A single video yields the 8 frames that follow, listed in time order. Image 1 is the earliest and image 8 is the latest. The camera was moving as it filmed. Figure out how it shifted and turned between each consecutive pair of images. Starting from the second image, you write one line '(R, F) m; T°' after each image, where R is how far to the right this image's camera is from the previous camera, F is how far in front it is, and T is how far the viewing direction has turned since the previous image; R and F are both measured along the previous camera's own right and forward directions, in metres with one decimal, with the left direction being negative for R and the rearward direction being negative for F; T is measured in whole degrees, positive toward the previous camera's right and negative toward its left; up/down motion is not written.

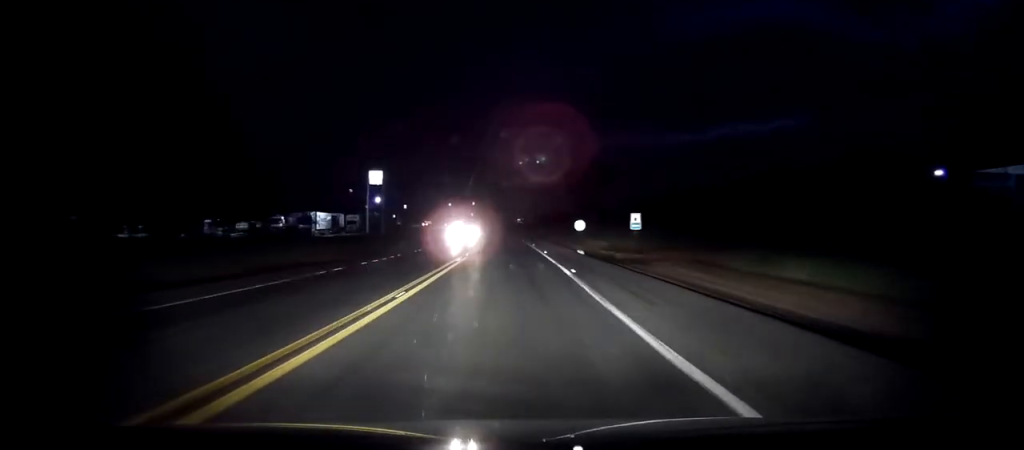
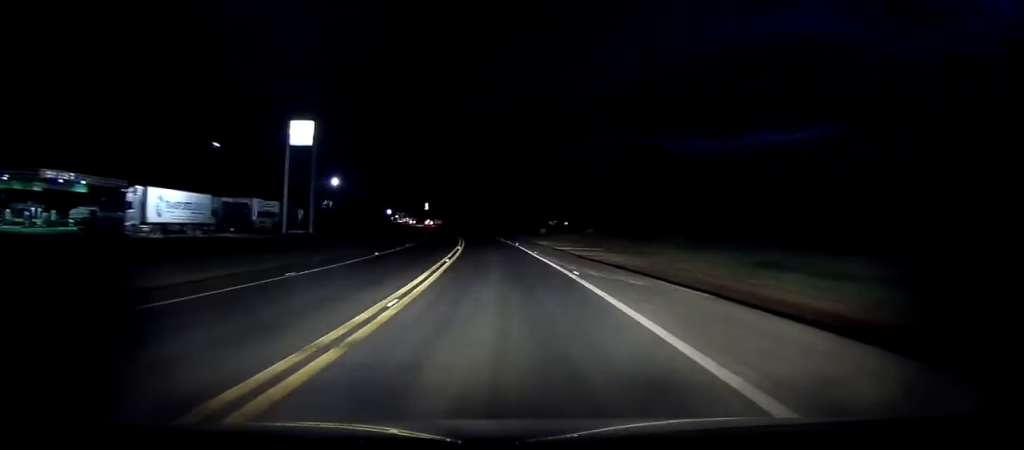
(0.0, +61.3) m; 0°
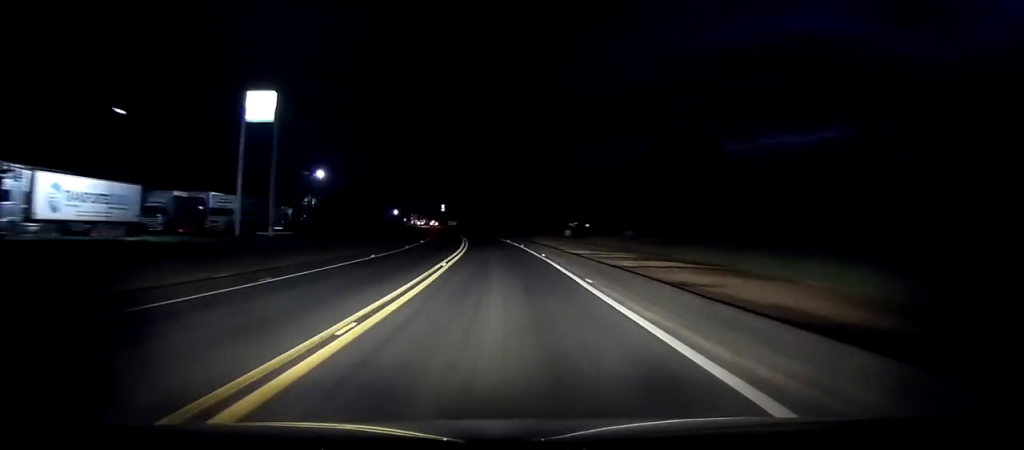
(0.0, +17.4) m; 0°
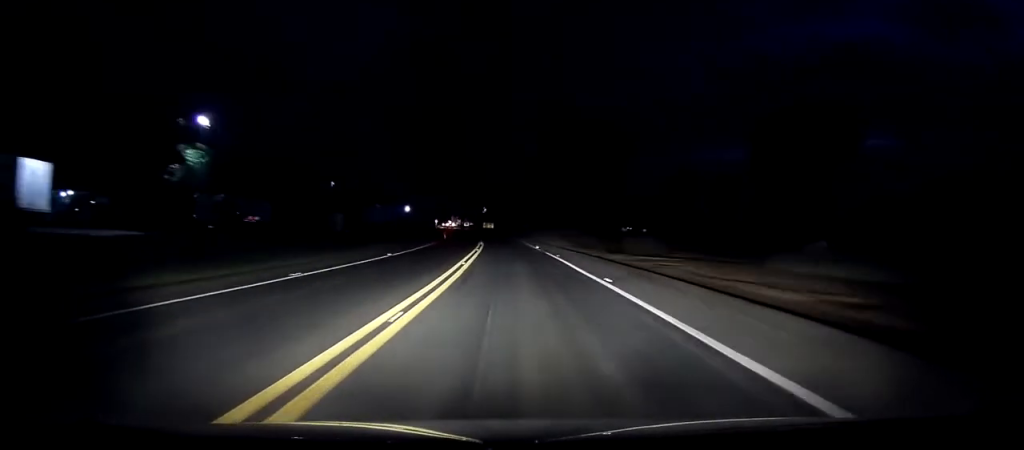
(0.0, +44.7) m; 0°
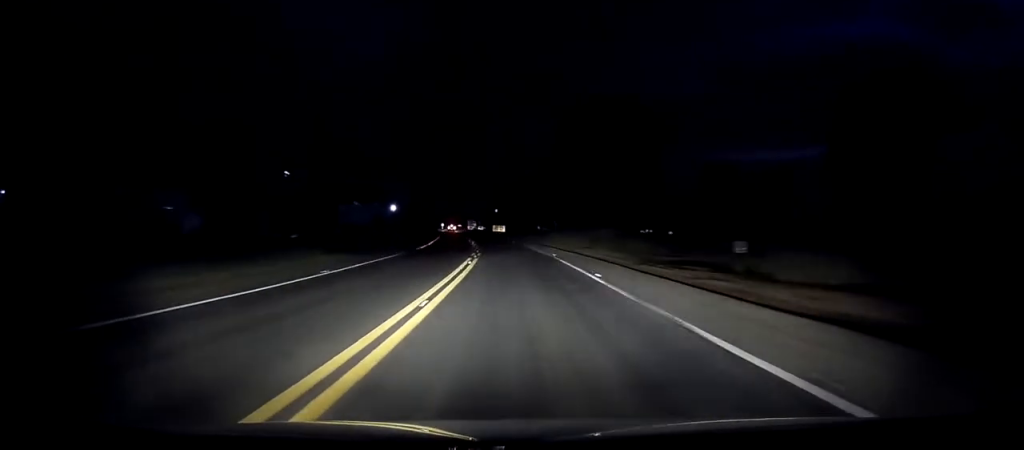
(0.0, +27.4) m; 0°
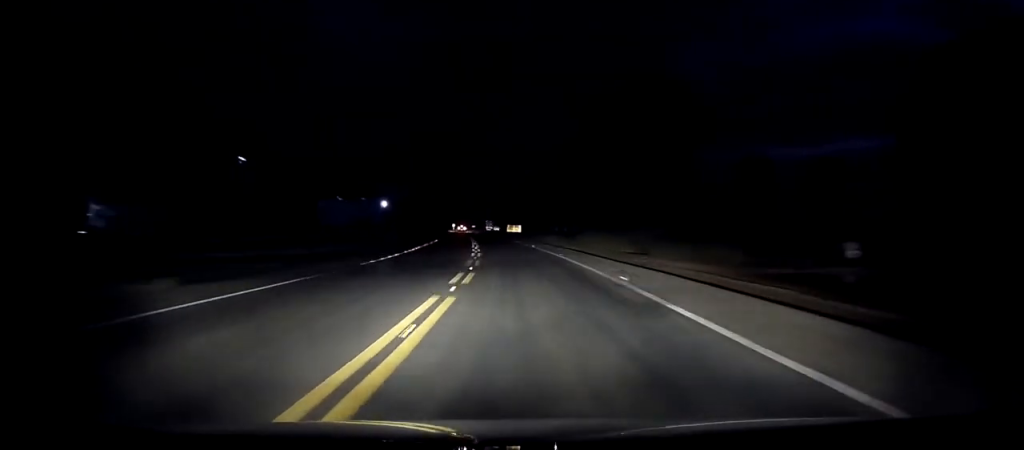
(0.0, +17.7) m; 0°
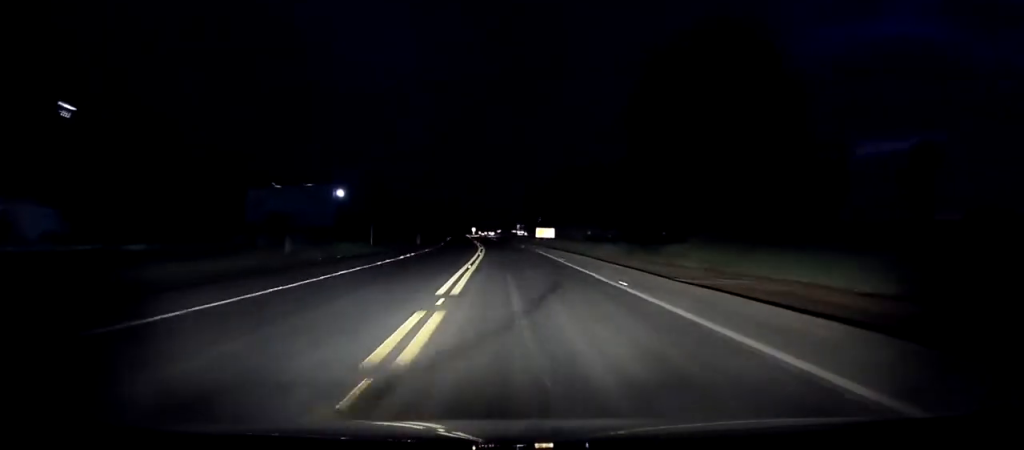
(0.0, +30.5) m; 0°
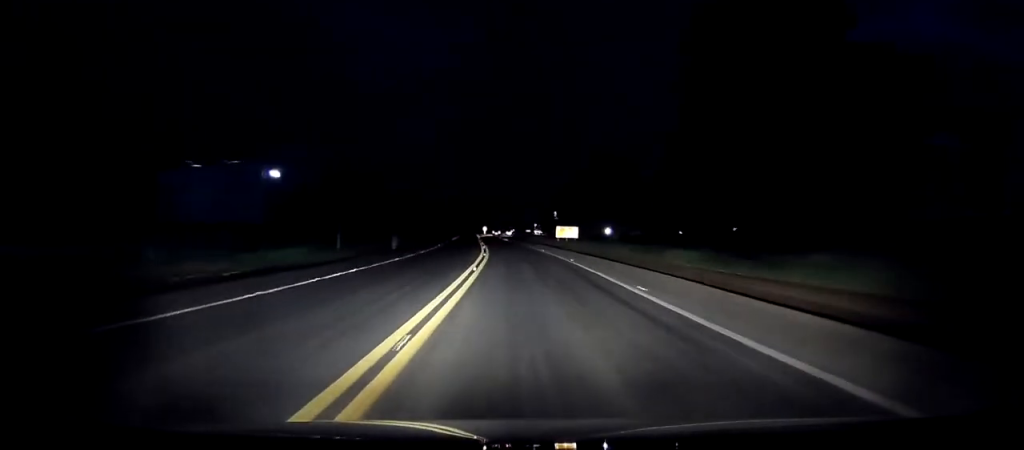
(0.0, +16.7) m; 0°
